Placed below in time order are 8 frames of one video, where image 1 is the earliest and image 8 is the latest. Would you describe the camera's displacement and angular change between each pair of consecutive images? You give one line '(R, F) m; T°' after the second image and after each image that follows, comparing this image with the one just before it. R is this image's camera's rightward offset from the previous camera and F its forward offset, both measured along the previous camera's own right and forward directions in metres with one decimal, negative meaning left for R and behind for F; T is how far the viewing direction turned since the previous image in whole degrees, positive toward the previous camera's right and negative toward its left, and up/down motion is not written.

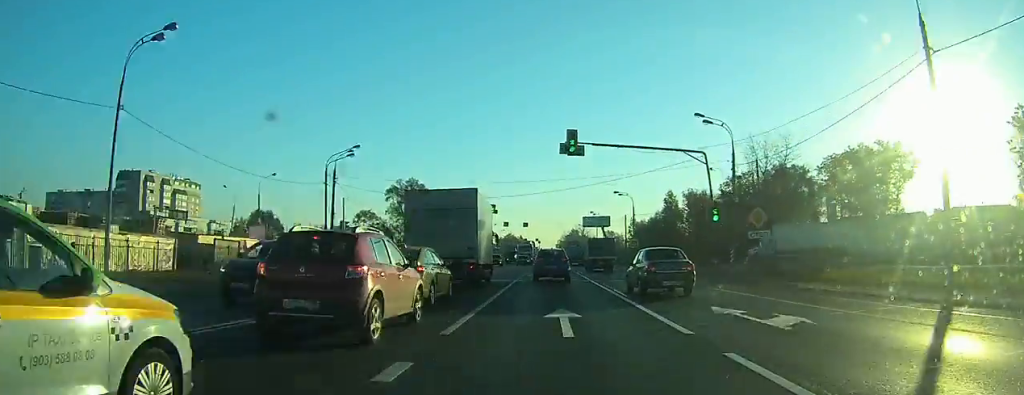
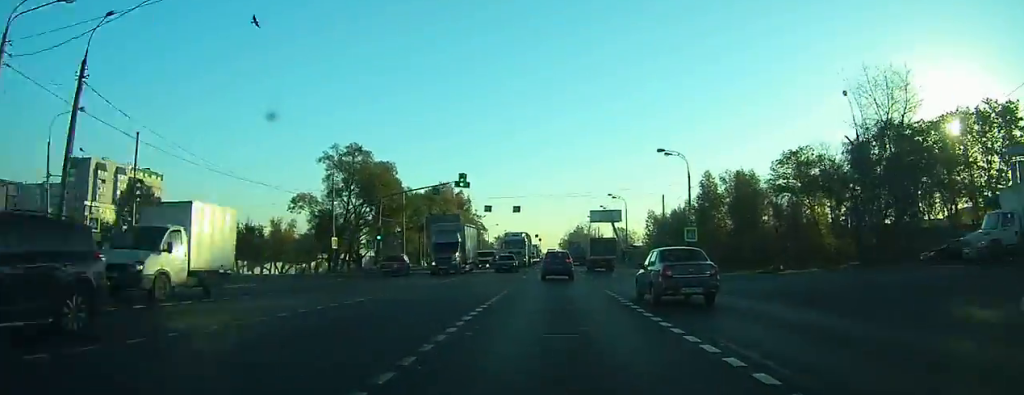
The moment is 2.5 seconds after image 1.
(-0.1, +33.4) m; 0°
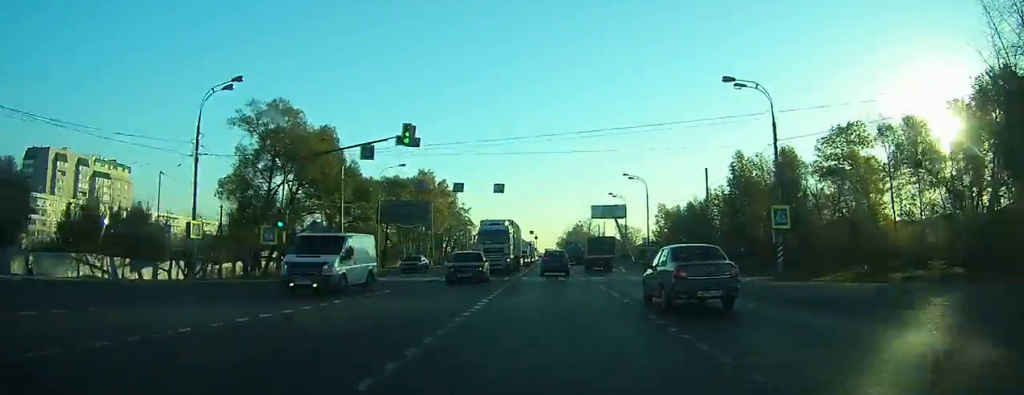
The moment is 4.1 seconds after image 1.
(+0.1, +22.7) m; 0°
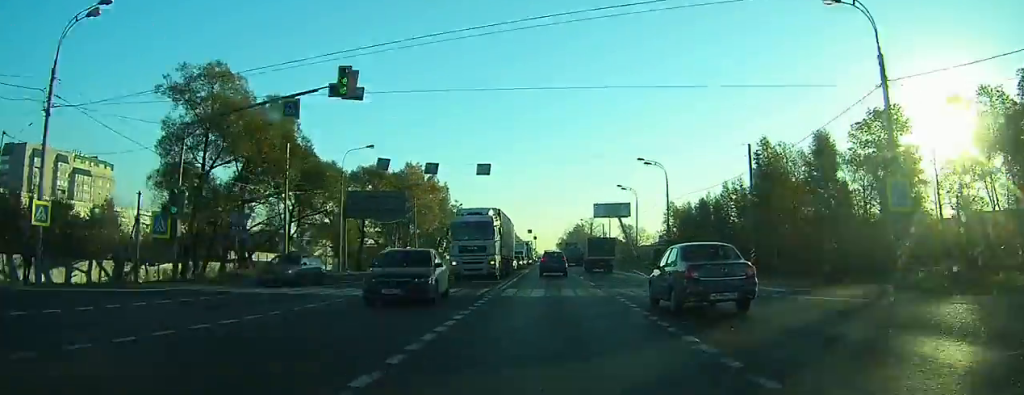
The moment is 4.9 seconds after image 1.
(0.0, +12.1) m; 0°
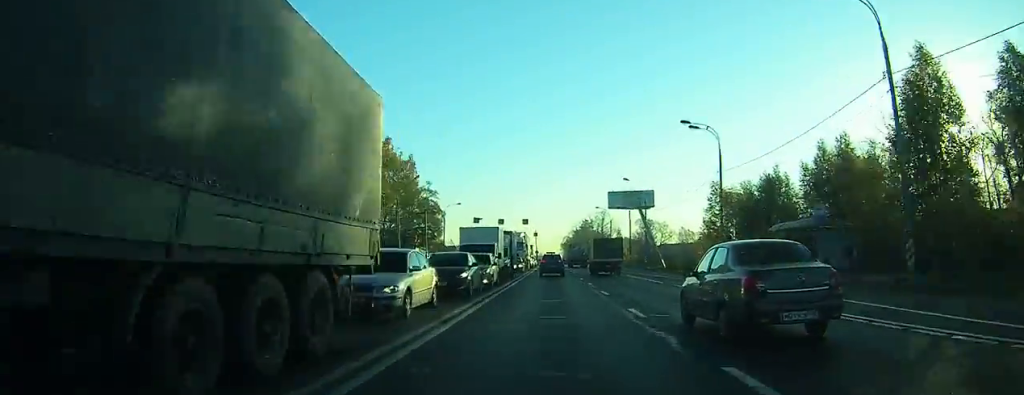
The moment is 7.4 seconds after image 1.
(-0.2, +39.2) m; 0°
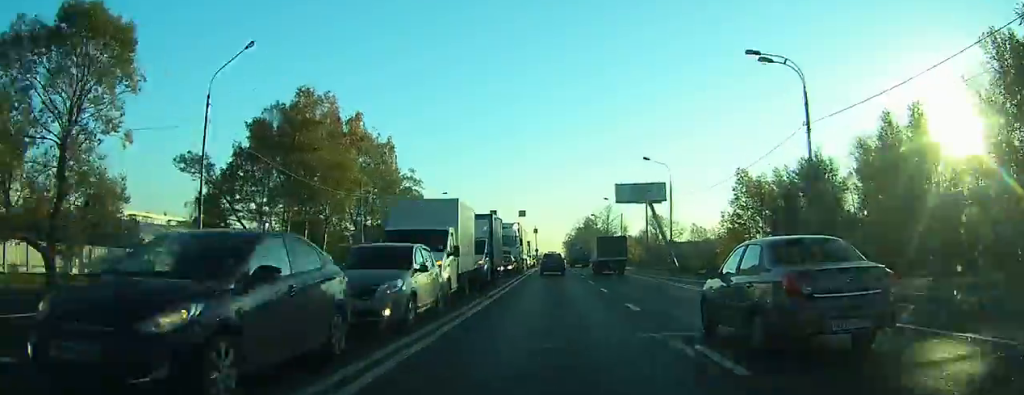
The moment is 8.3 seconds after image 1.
(-0.1, +14.3) m; 0°
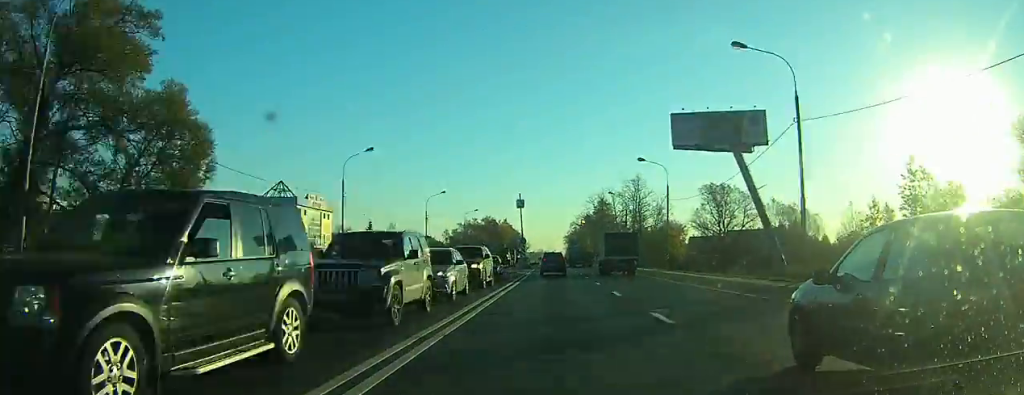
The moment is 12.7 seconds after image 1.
(0.0, +66.4) m; 0°
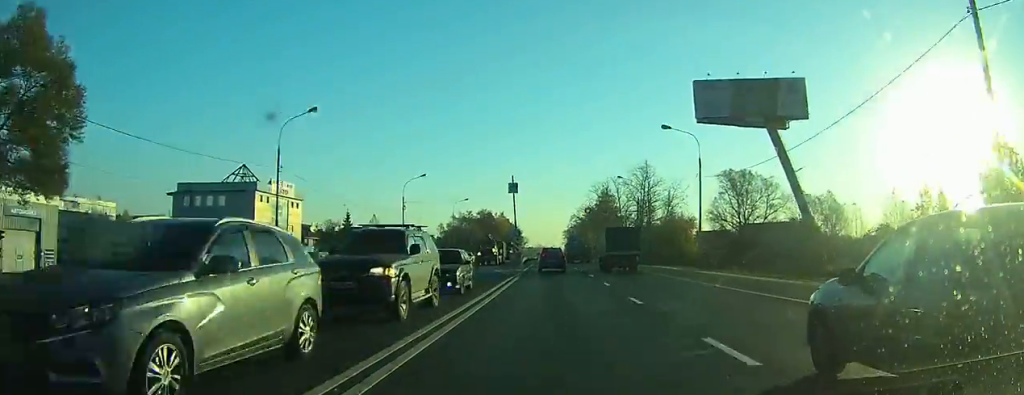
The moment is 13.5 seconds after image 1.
(+0.1, +13.1) m; 0°
